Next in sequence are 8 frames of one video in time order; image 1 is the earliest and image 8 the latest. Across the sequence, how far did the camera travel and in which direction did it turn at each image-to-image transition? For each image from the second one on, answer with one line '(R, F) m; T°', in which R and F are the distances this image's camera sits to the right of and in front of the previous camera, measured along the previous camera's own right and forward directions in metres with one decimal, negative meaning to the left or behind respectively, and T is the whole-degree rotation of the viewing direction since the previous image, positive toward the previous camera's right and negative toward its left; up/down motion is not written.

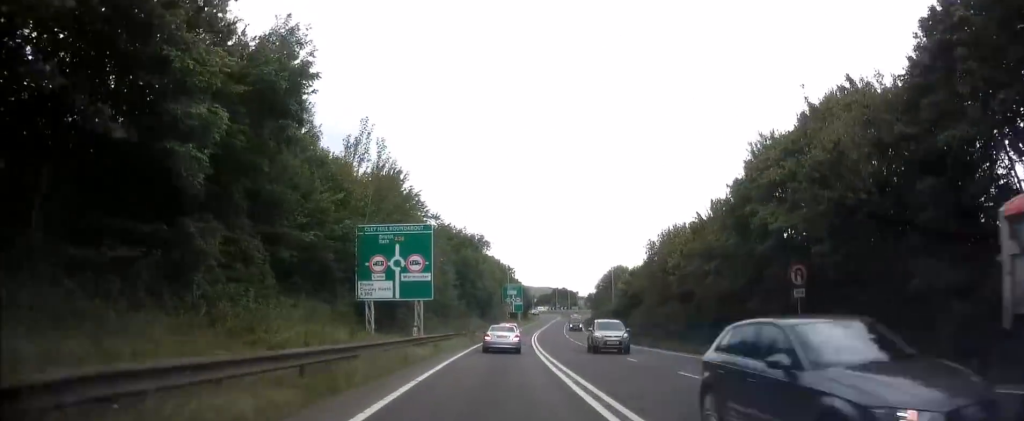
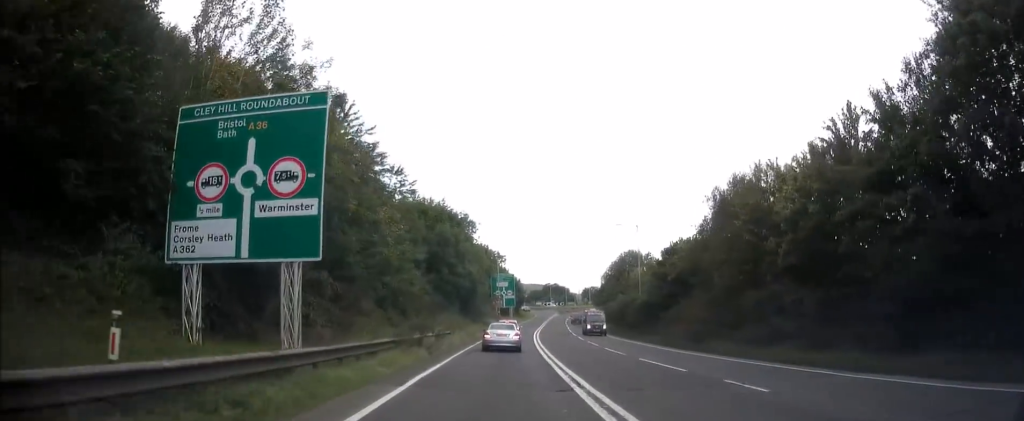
(+0.3, +16.1) m; +1°
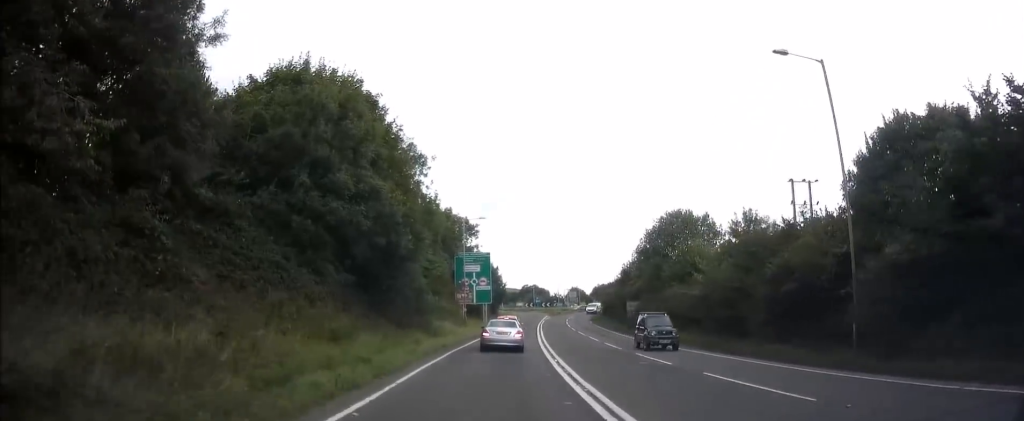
(+0.6, +30.0) m; +3°
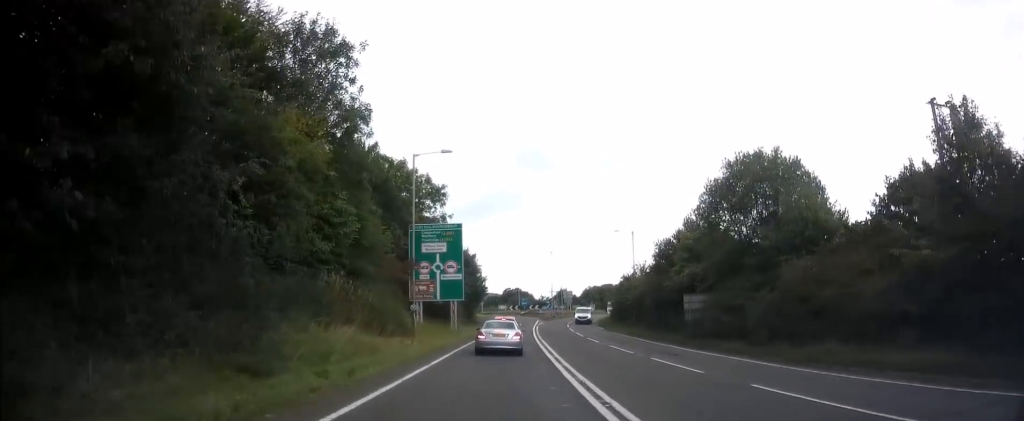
(+0.2, +18.4) m; 0°
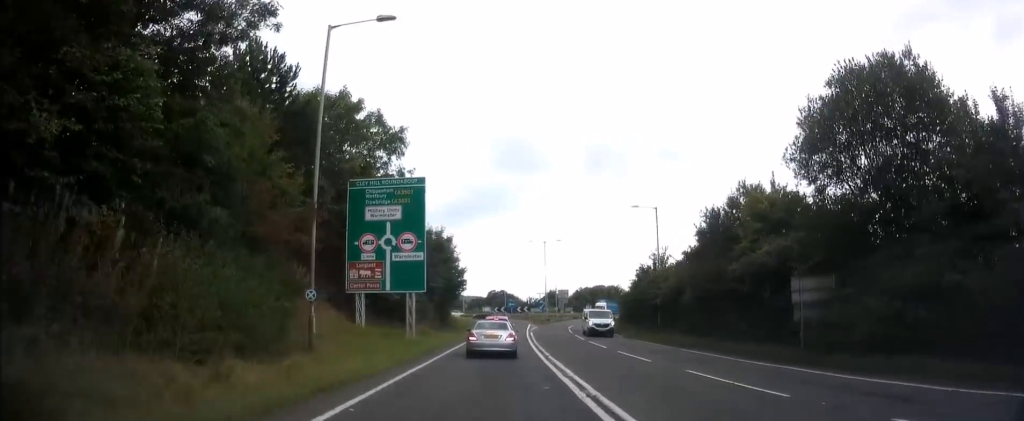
(0.0, +13.9) m; 0°
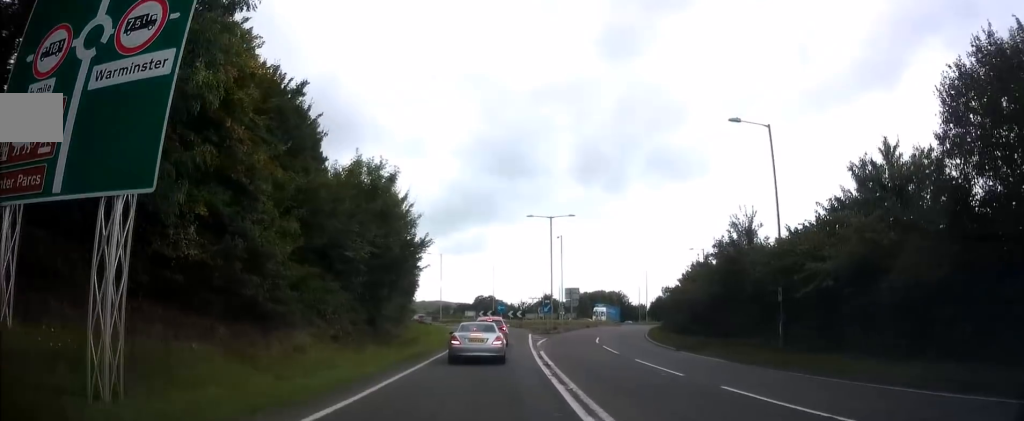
(+0.4, +23.0) m; +2°
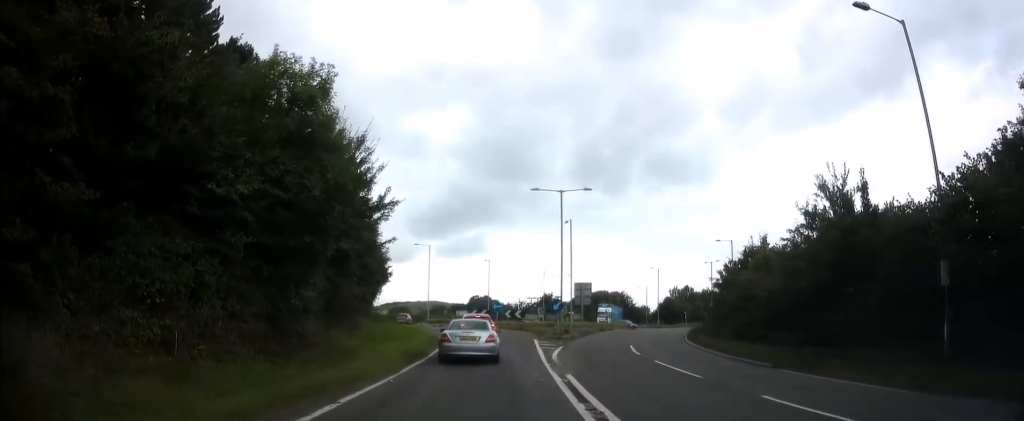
(+0.1, +11.6) m; +1°
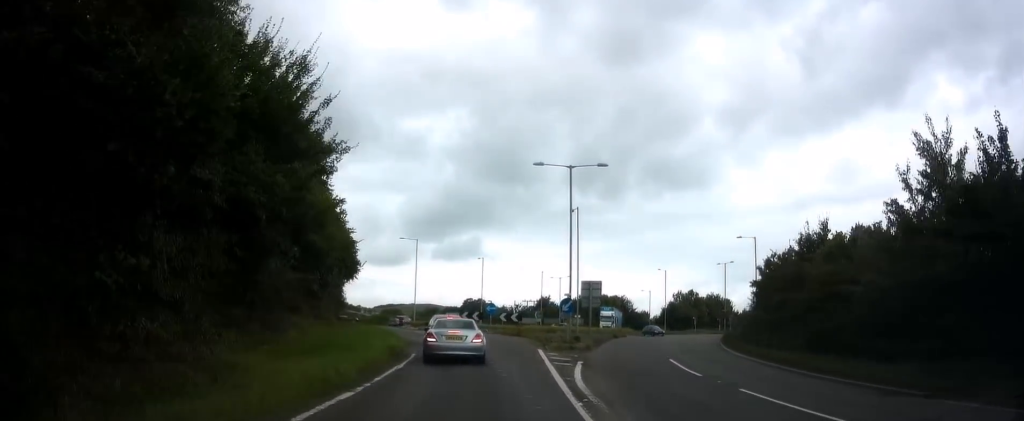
(+0.1, +8.3) m; +1°
